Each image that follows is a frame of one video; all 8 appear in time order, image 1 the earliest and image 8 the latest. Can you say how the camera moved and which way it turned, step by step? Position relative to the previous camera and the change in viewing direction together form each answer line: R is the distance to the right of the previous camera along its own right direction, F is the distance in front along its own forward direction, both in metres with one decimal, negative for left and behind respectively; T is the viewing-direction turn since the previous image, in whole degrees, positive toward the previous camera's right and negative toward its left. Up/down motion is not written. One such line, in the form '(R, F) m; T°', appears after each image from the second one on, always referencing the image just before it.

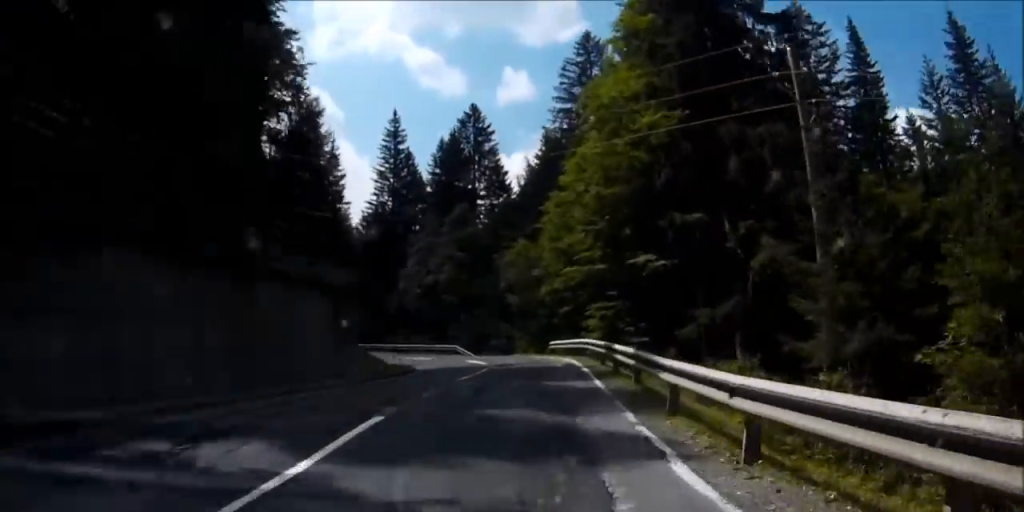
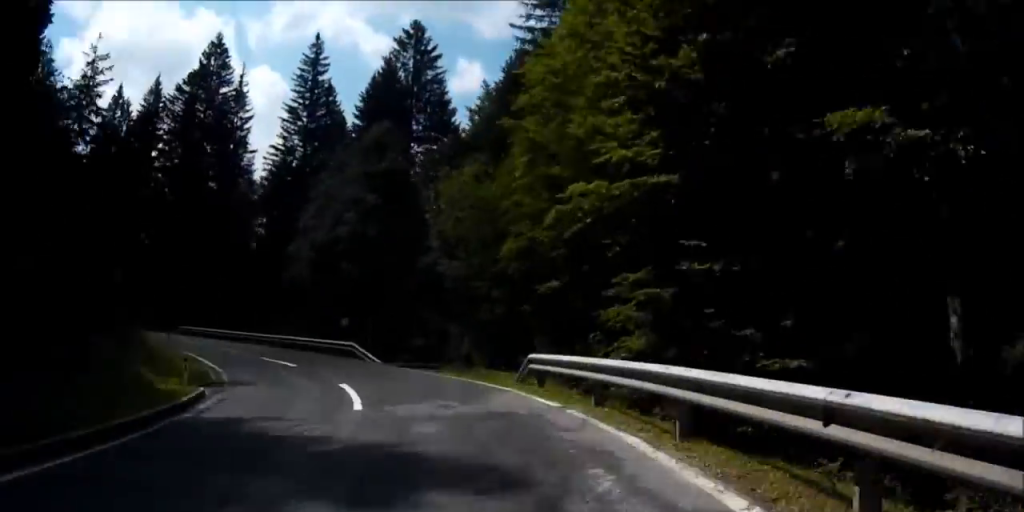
(+1.5, +21.9) m; -5°
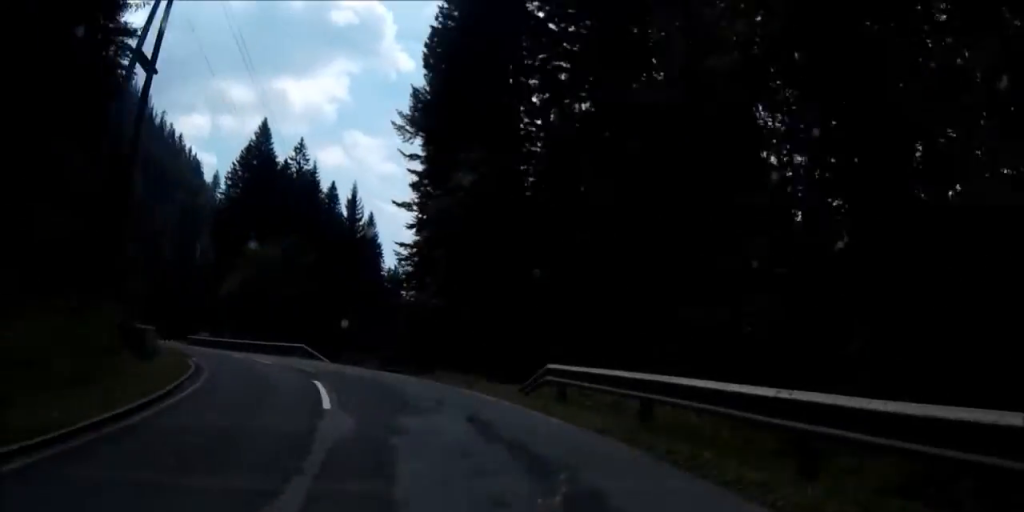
(-14.3, +40.6) m; -41°
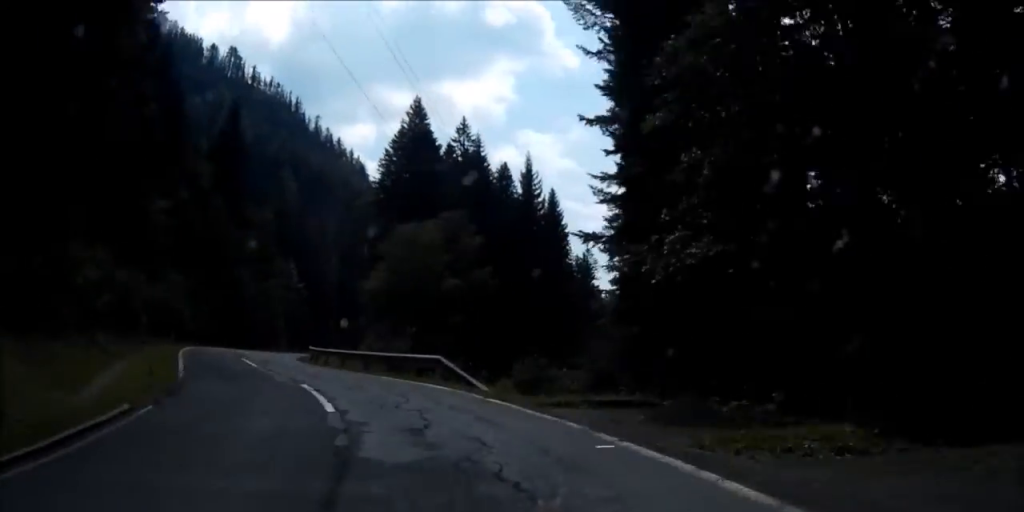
(-2.7, +14.2) m; -9°
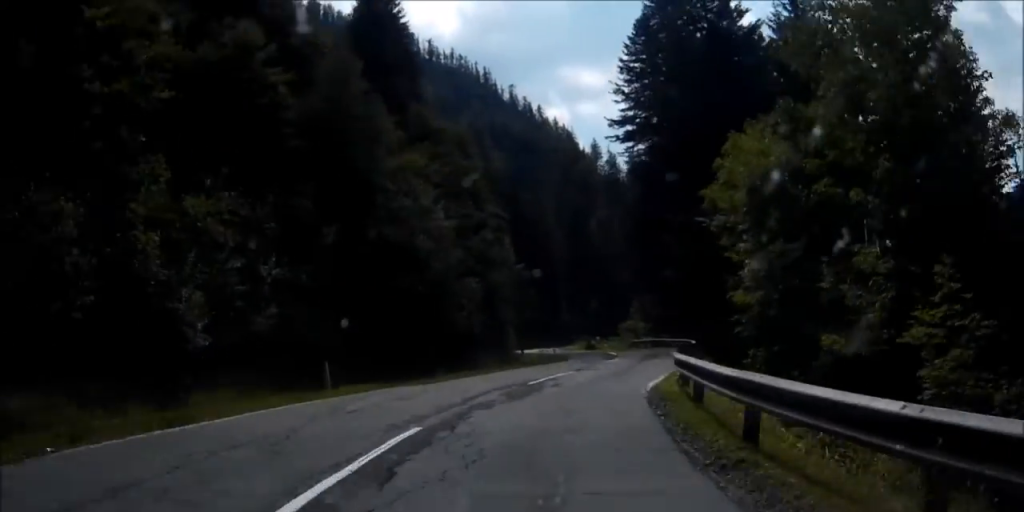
(-3.6, +36.0) m; +2°
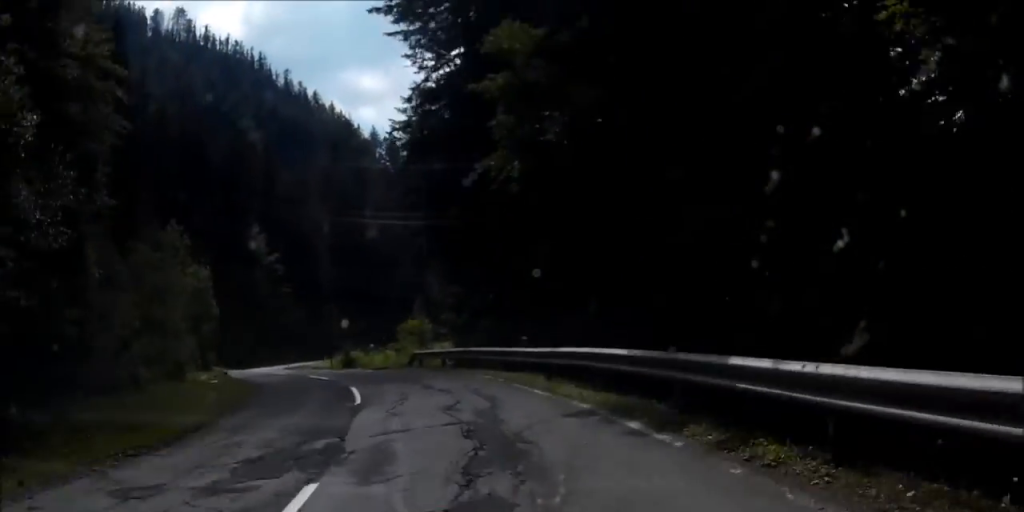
(+3.2, +33.5) m; 0°
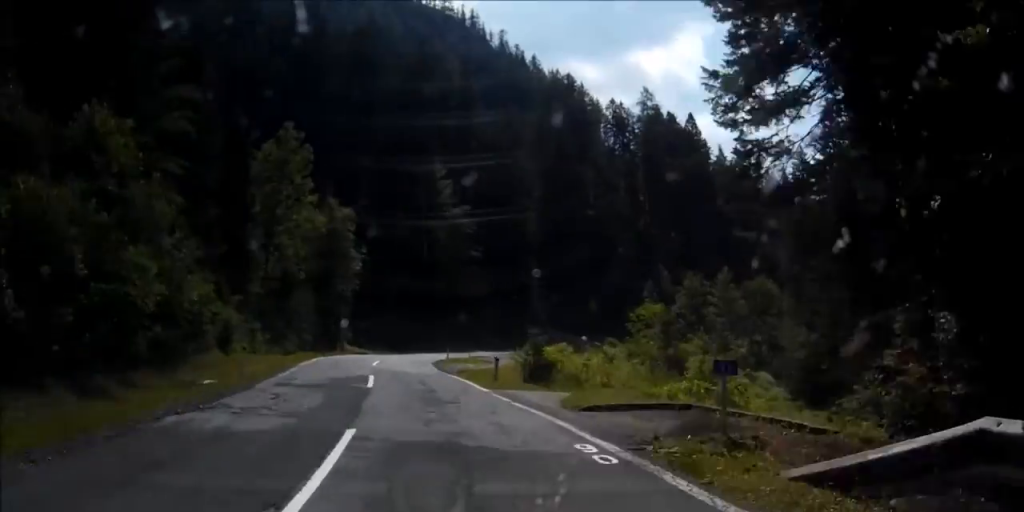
(-3.5, +29.8) m; -9°
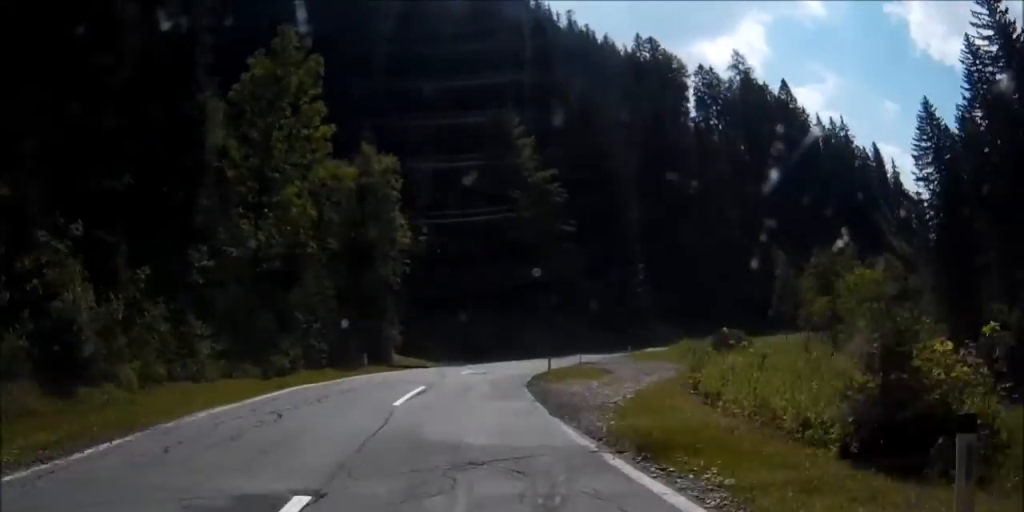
(-1.6, +18.0) m; -1°
